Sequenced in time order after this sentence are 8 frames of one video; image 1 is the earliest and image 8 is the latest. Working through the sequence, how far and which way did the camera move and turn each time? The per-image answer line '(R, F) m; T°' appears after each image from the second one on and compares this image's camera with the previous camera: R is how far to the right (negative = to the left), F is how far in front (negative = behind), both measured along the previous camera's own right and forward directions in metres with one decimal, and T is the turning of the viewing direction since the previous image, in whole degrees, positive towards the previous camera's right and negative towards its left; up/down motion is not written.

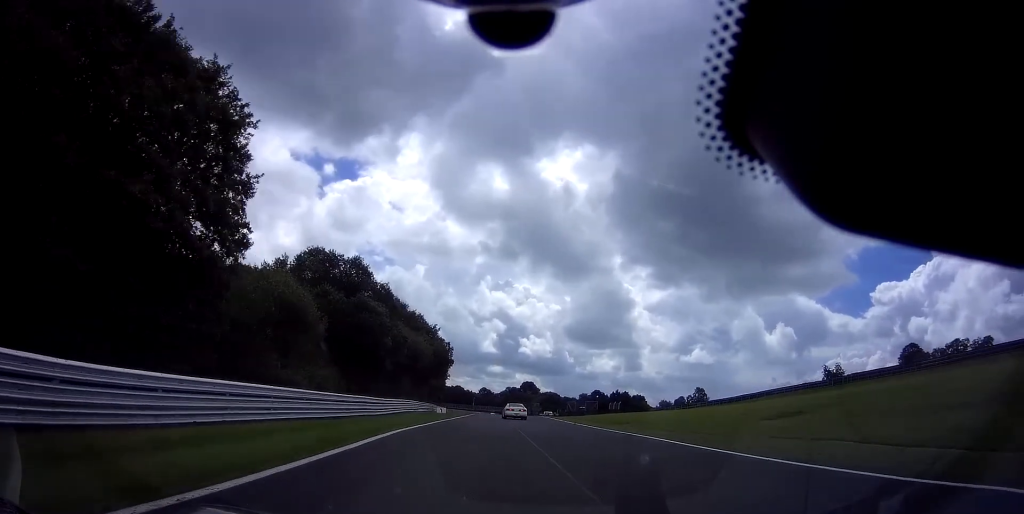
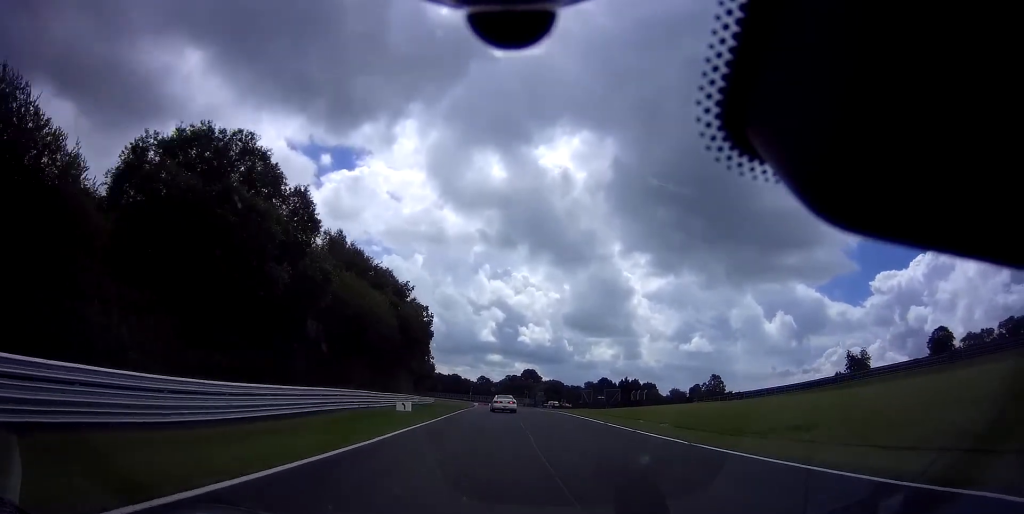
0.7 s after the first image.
(+0.2, +21.3) m; 0°
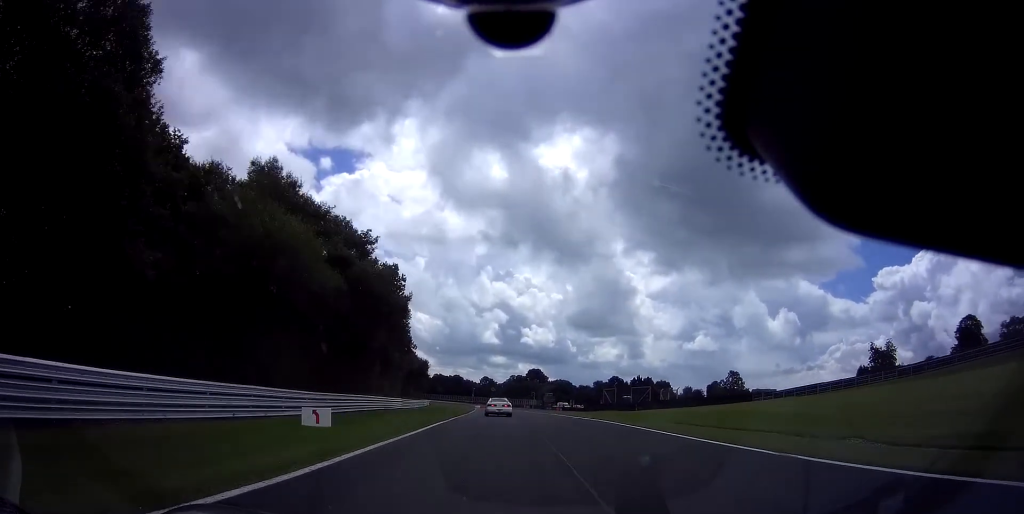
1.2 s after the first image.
(+0.1, +16.3) m; 0°
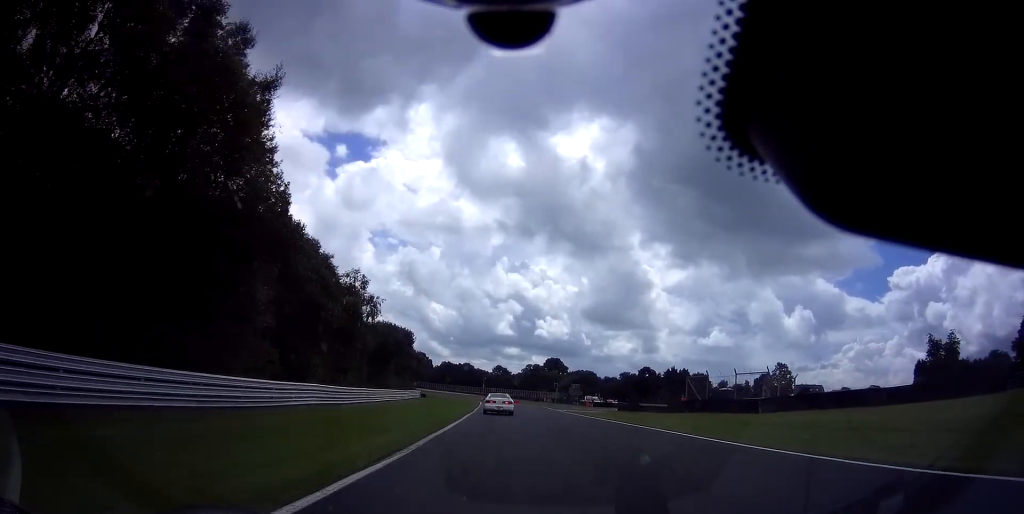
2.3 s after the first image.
(-0.3, +31.2) m; -1°
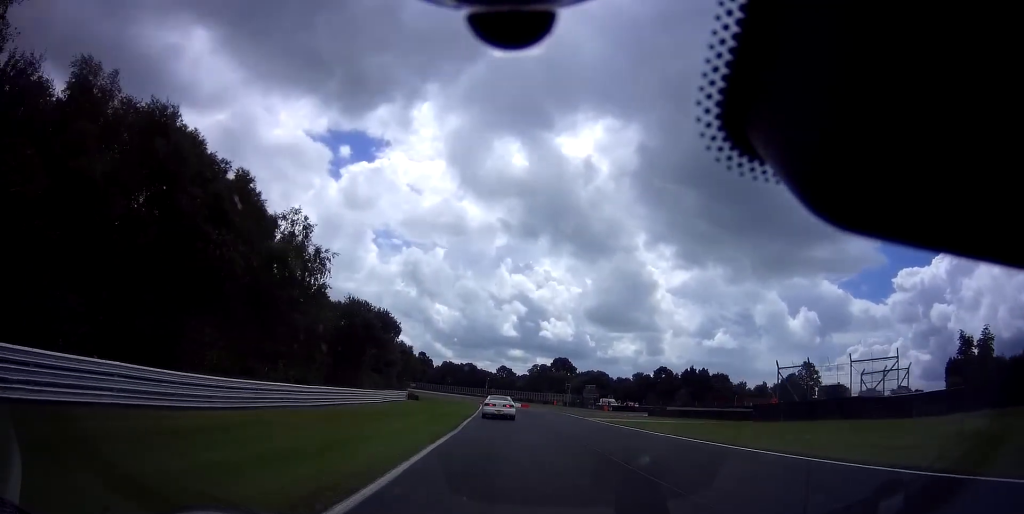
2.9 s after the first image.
(-0.1, +16.1) m; -1°
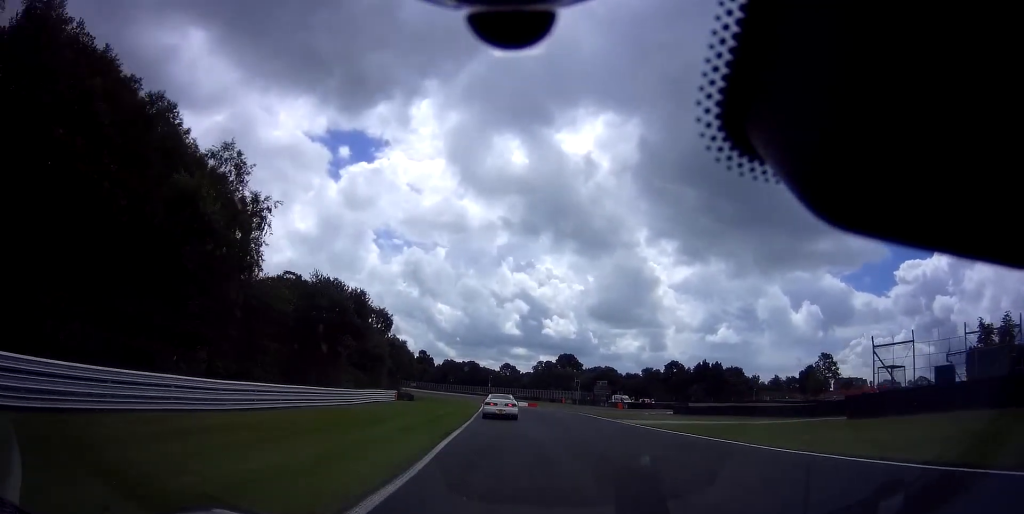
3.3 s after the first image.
(0.0, +10.1) m; 0°
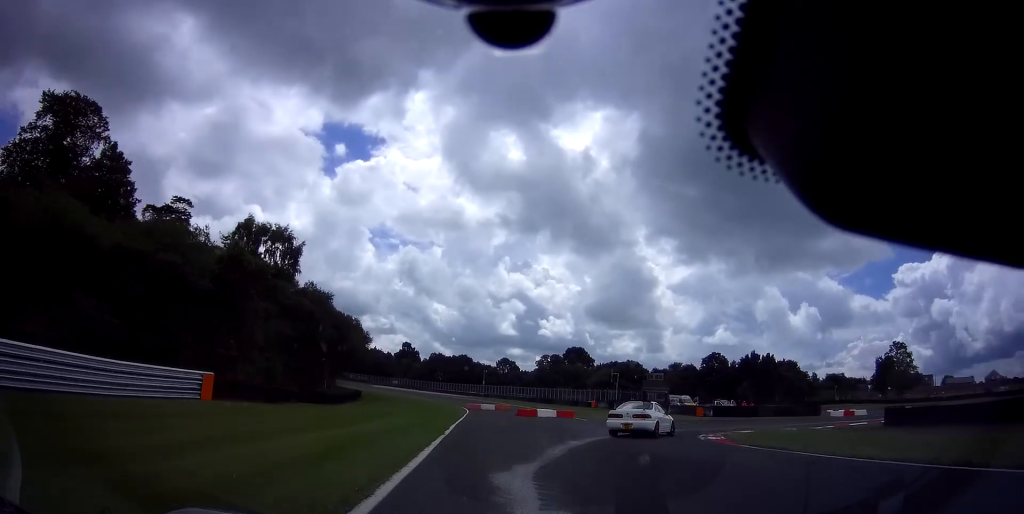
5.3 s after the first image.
(-0.4, +39.9) m; +5°
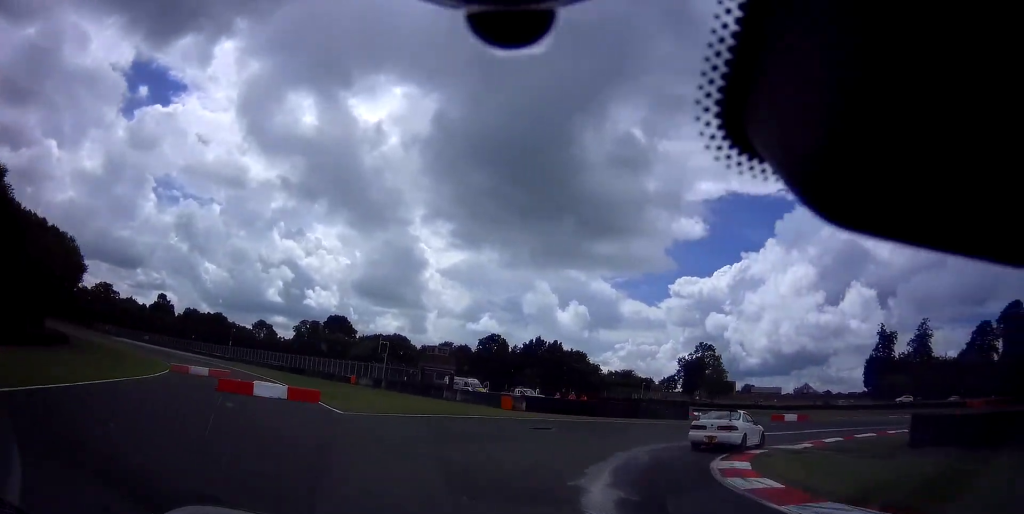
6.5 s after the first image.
(+2.8, +17.5) m; +25°
